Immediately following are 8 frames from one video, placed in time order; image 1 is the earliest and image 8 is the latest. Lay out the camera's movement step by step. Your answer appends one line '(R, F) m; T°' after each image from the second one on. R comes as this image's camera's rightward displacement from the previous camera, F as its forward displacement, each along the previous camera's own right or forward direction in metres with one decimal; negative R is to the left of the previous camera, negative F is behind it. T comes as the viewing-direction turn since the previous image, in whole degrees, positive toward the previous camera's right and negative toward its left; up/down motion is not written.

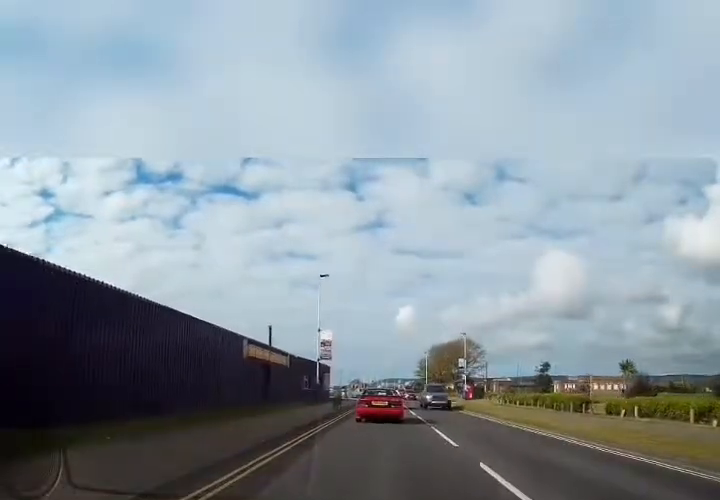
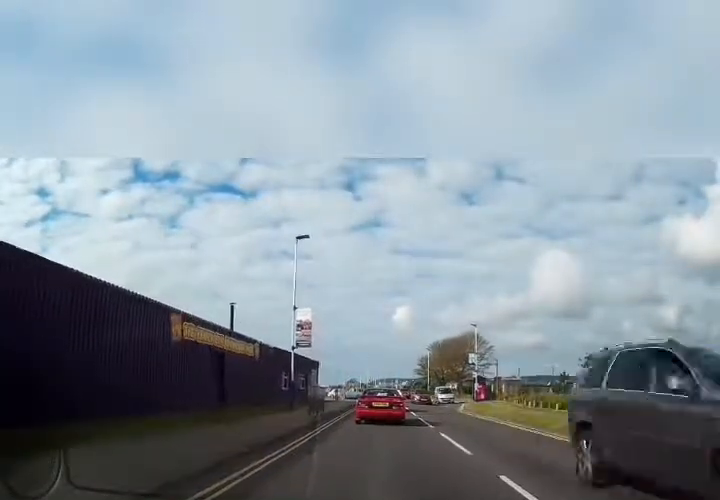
(+0.2, +7.3) m; +2°
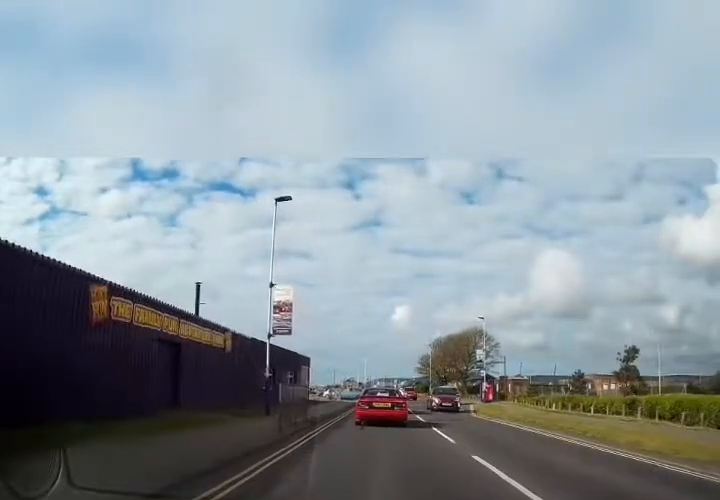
(-0.2, +4.3) m; -4°
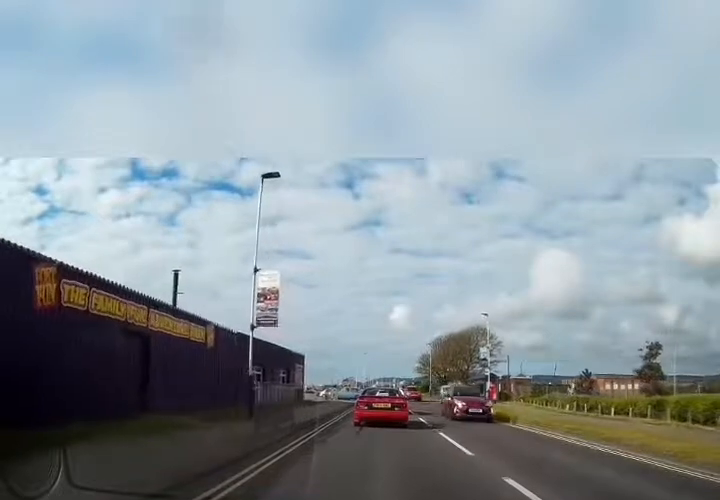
(0.0, +2.1) m; -2°
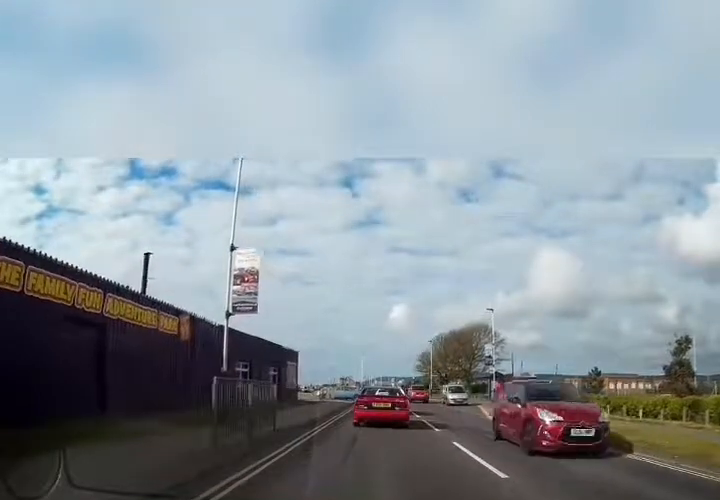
(0.0, +2.4) m; +1°
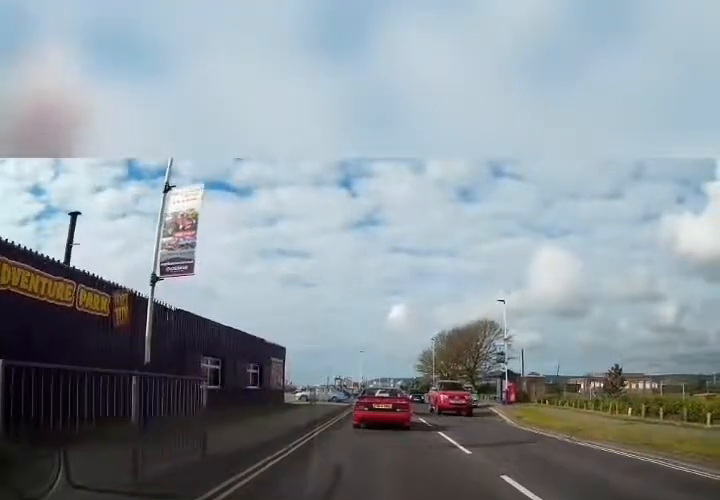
(+0.2, +4.2) m; +4°
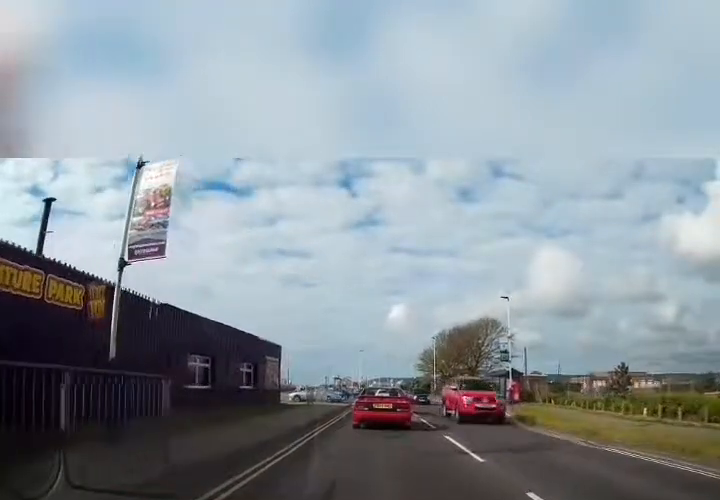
(0.0, +1.0) m; -1°
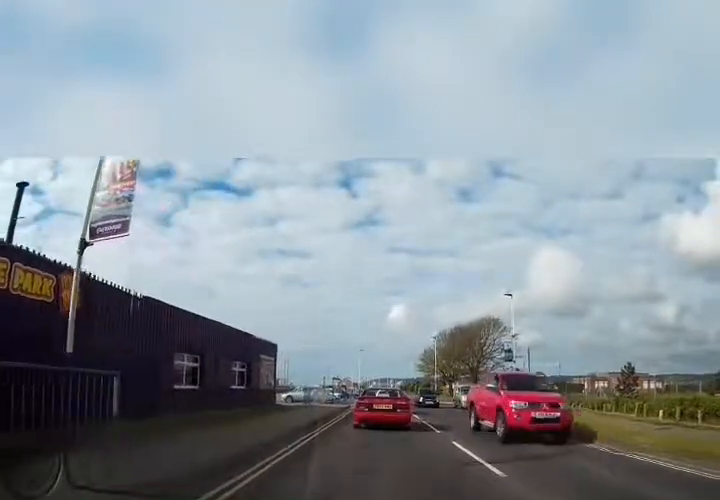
(0.0, +1.0) m; -1°
